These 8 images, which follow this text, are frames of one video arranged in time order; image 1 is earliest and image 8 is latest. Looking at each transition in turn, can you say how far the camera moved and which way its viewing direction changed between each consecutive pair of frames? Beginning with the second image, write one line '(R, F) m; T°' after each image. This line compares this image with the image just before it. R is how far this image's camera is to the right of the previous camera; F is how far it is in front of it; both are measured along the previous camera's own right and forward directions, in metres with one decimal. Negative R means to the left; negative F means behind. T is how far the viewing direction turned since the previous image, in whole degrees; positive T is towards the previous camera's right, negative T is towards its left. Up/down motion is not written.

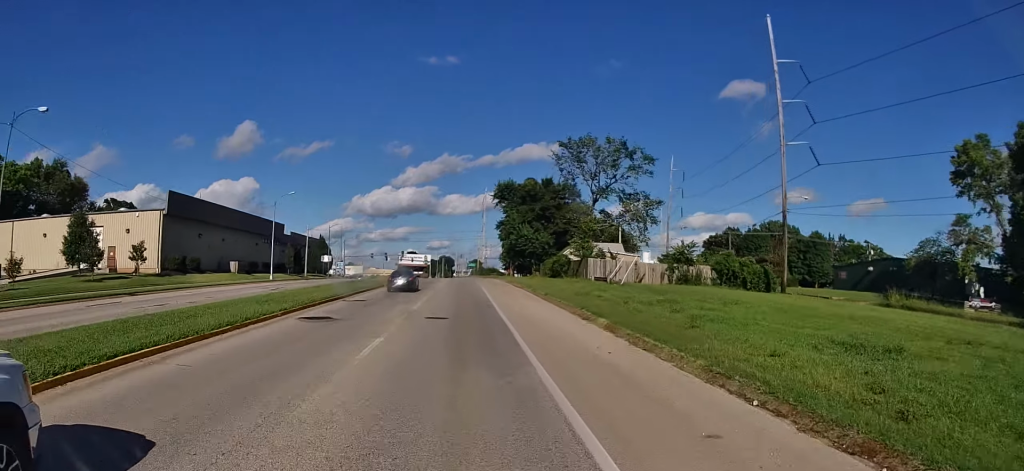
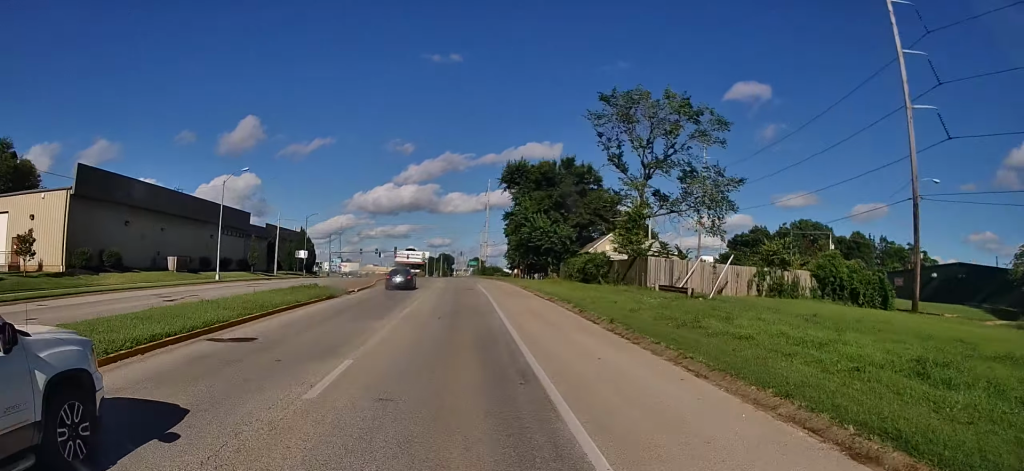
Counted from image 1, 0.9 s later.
(-0.2, +16.8) m; 0°
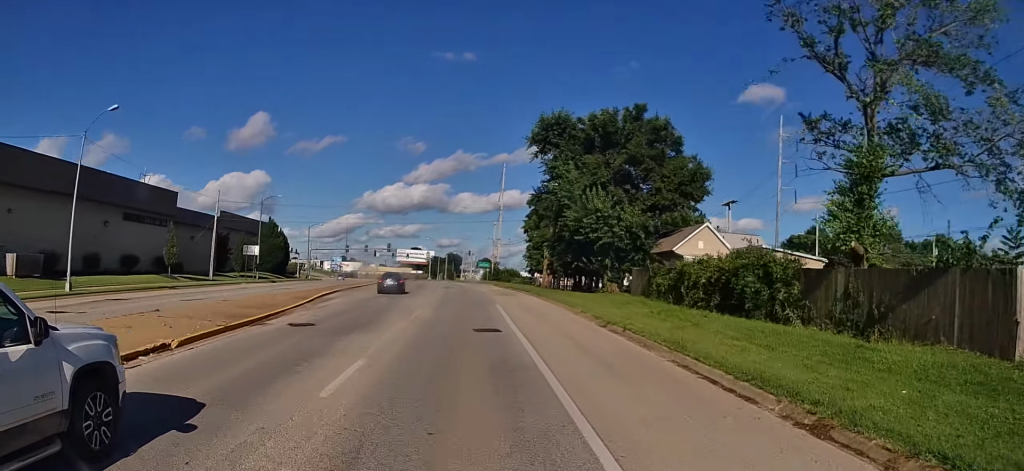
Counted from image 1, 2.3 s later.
(0.0, +25.1) m; -1°
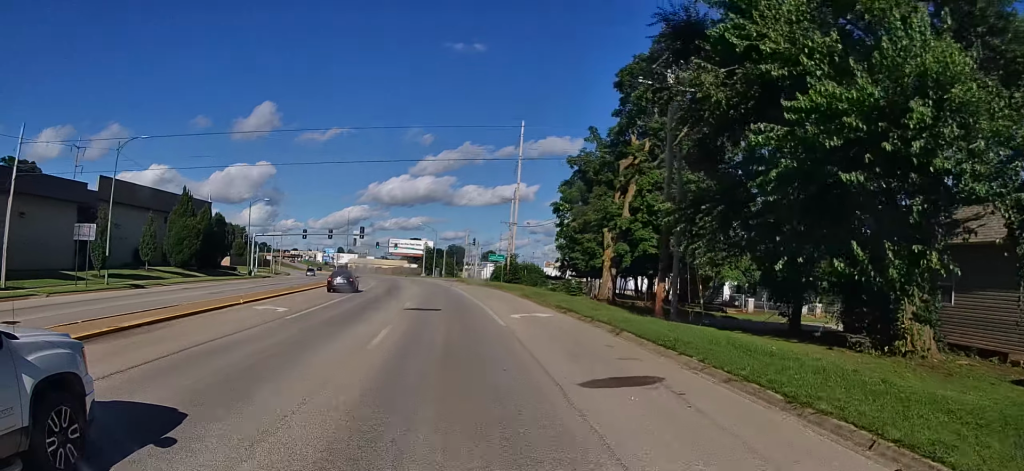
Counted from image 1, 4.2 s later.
(-0.2, +32.8) m; 0°
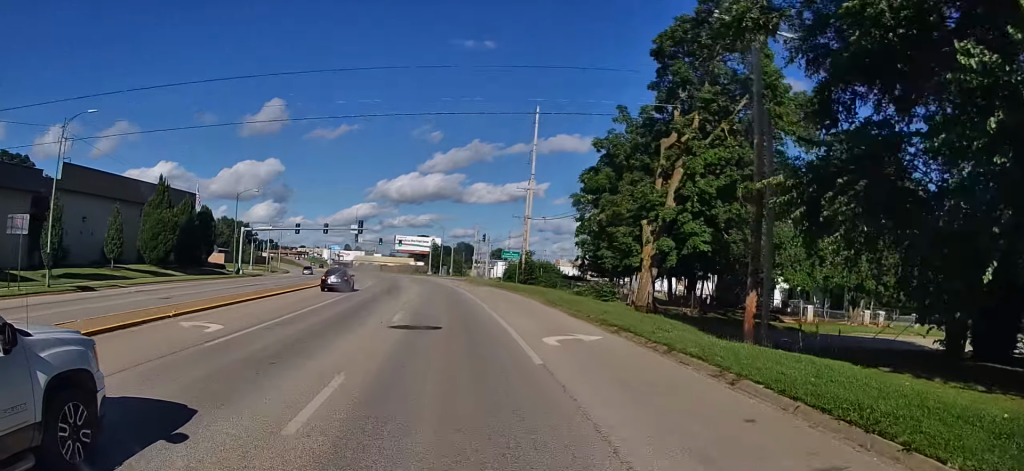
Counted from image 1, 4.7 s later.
(0.0, +7.6) m; 0°
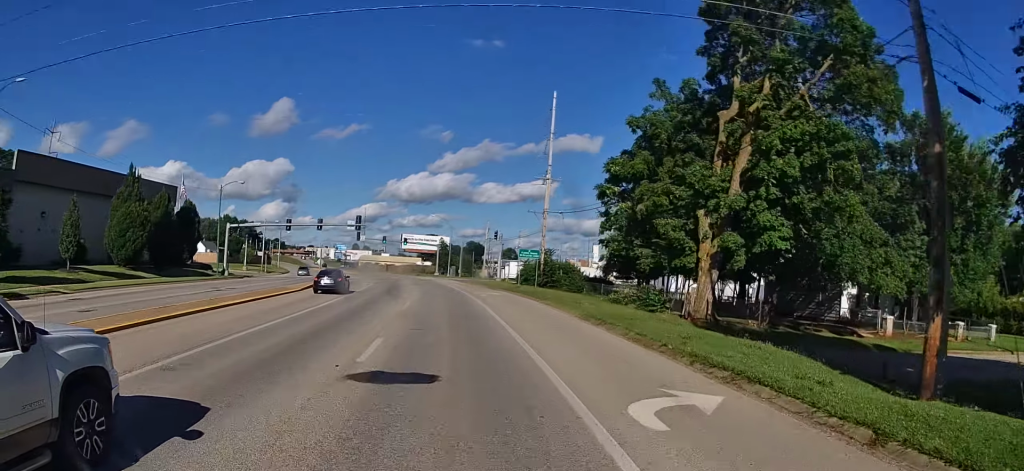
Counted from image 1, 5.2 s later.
(0.0, +7.3) m; 0°
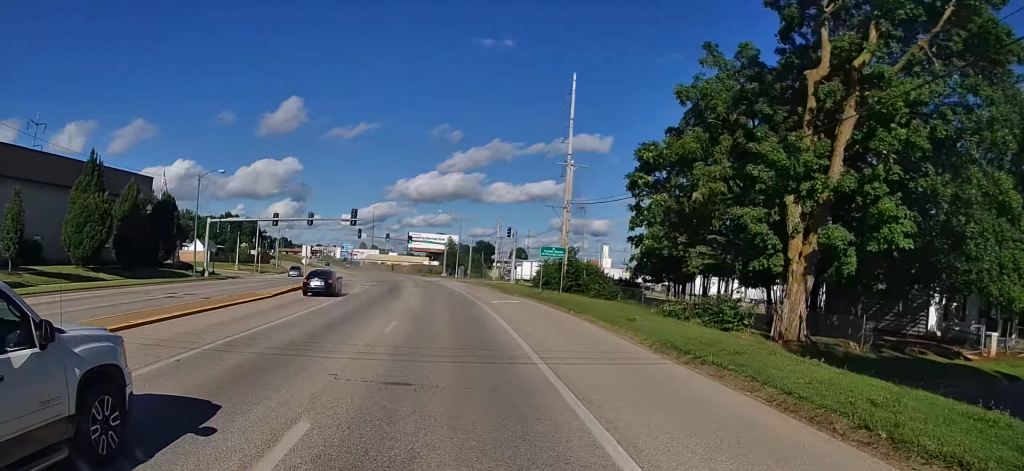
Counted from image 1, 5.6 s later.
(0.0, +7.3) m; 0°
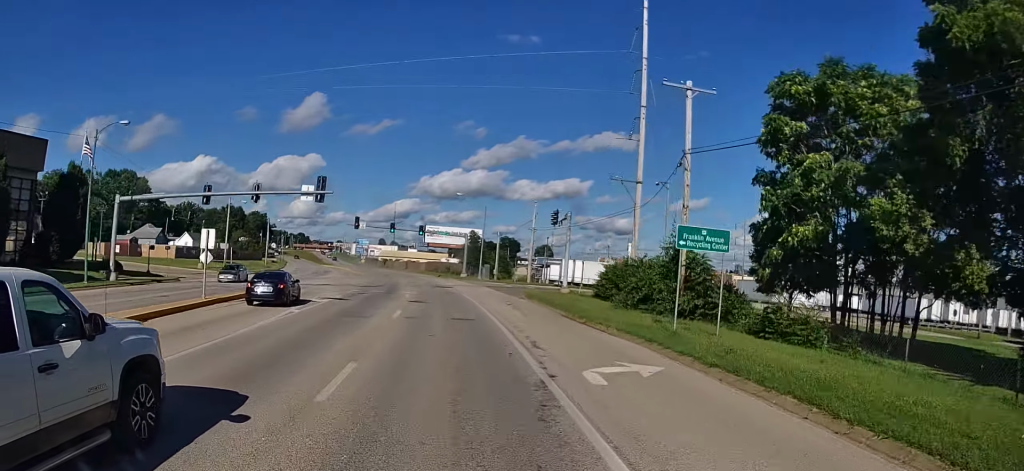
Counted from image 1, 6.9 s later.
(-0.2, +19.4) m; -2°
